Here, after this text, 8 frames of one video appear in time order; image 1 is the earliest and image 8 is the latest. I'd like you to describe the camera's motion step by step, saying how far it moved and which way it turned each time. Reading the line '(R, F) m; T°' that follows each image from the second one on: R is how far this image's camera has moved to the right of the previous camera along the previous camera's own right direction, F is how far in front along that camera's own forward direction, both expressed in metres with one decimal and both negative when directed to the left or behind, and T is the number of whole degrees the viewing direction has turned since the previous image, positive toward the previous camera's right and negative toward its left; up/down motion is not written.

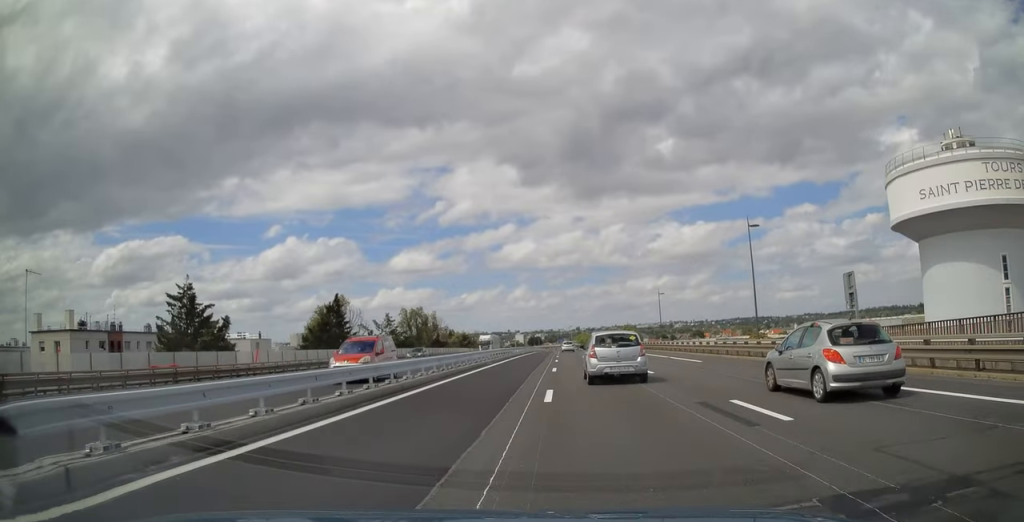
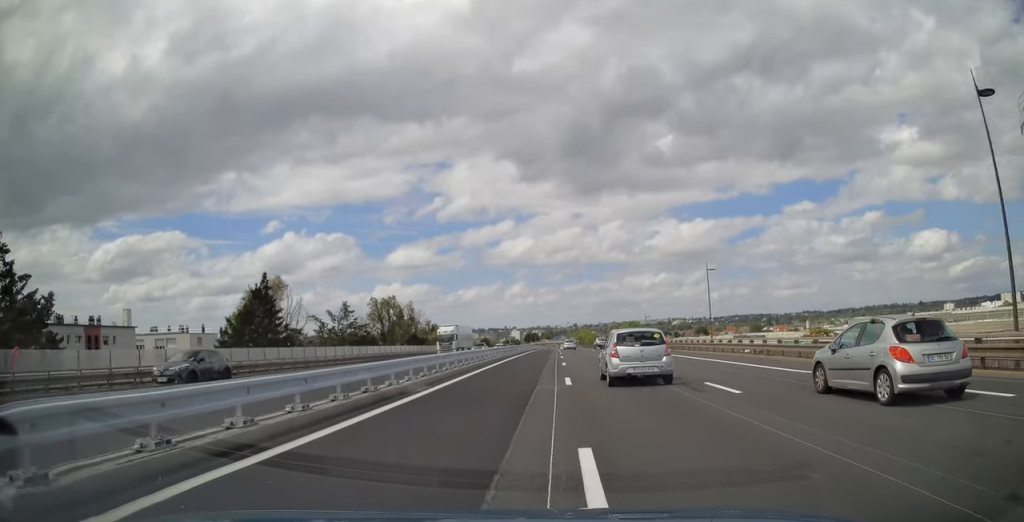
(0.0, +21.7) m; 0°
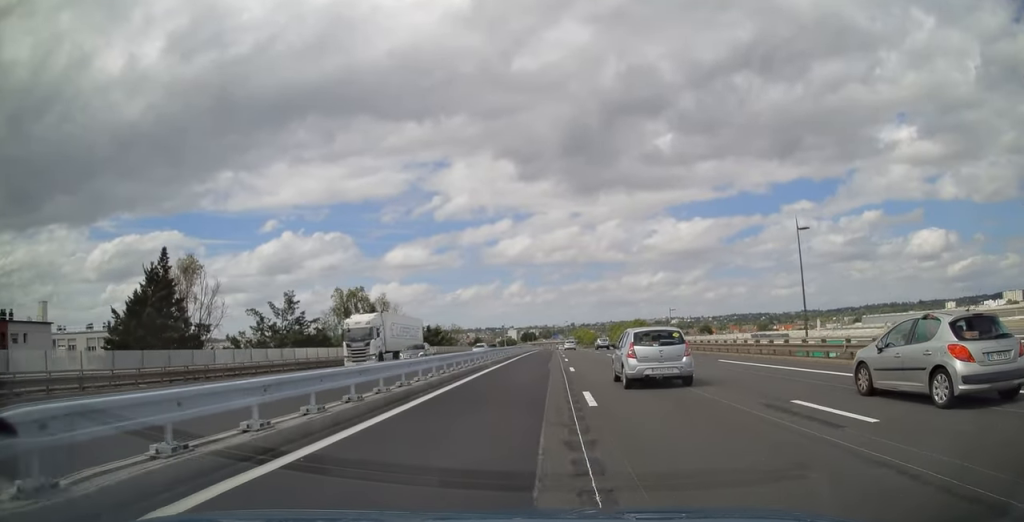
(0.0, +18.3) m; 0°
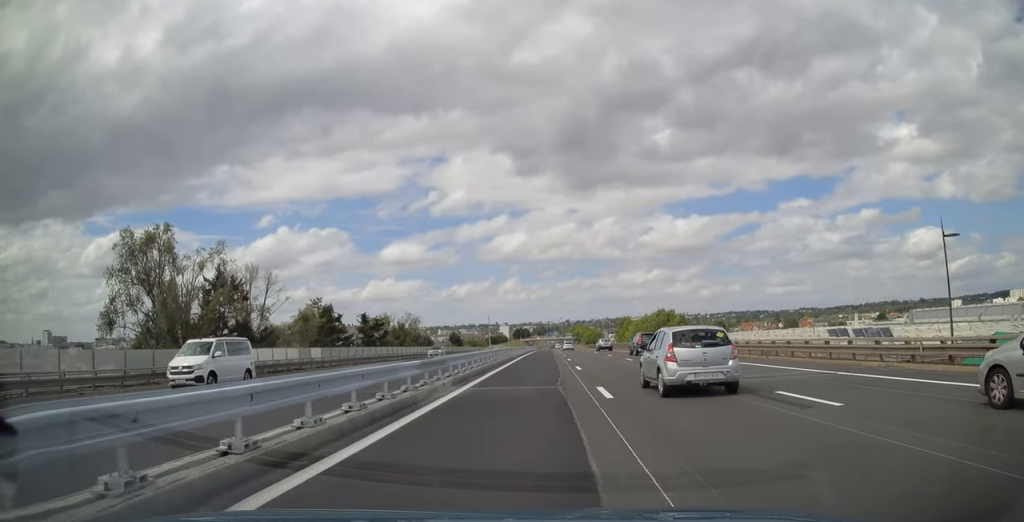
(+0.1, +49.8) m; 0°
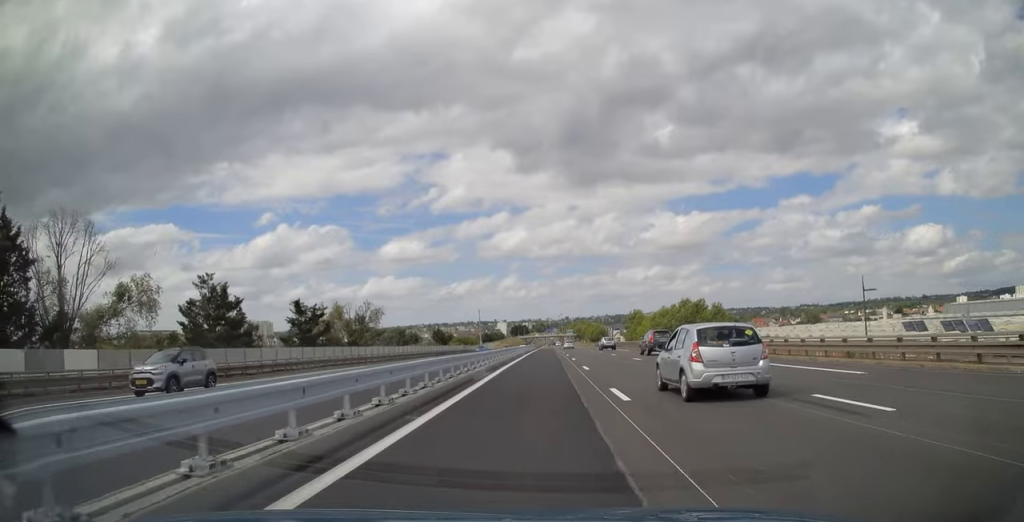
(0.0, +27.2) m; 0°
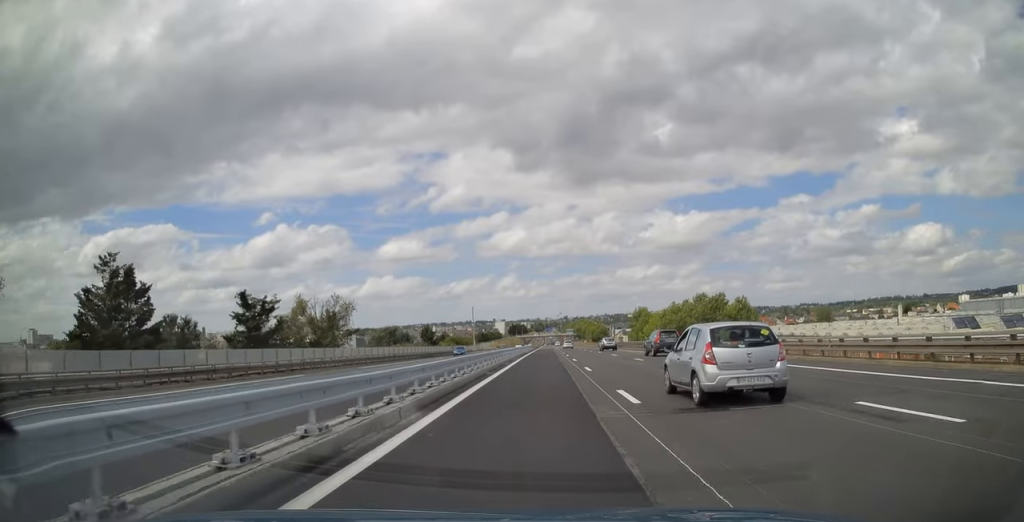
(0.0, +13.6) m; 0°
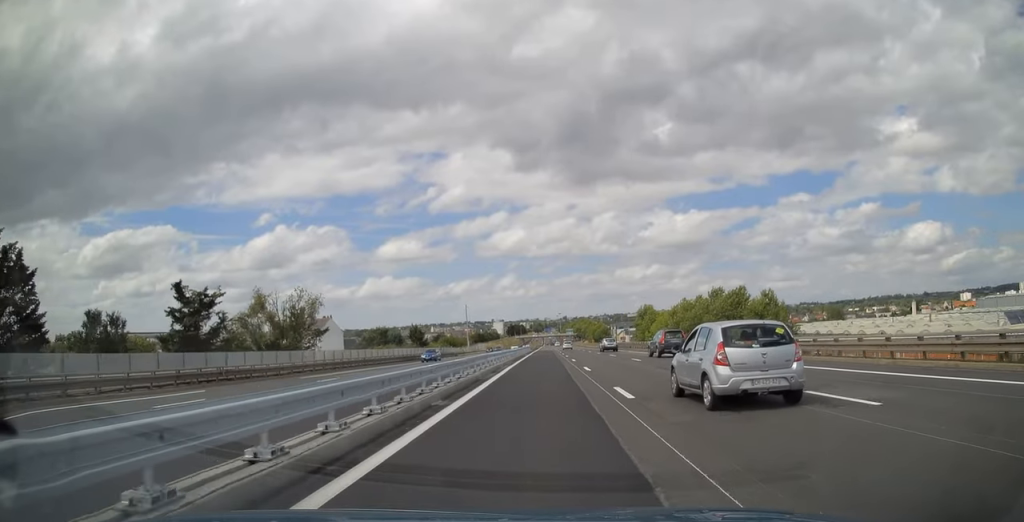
(0.0, +11.5) m; 0°
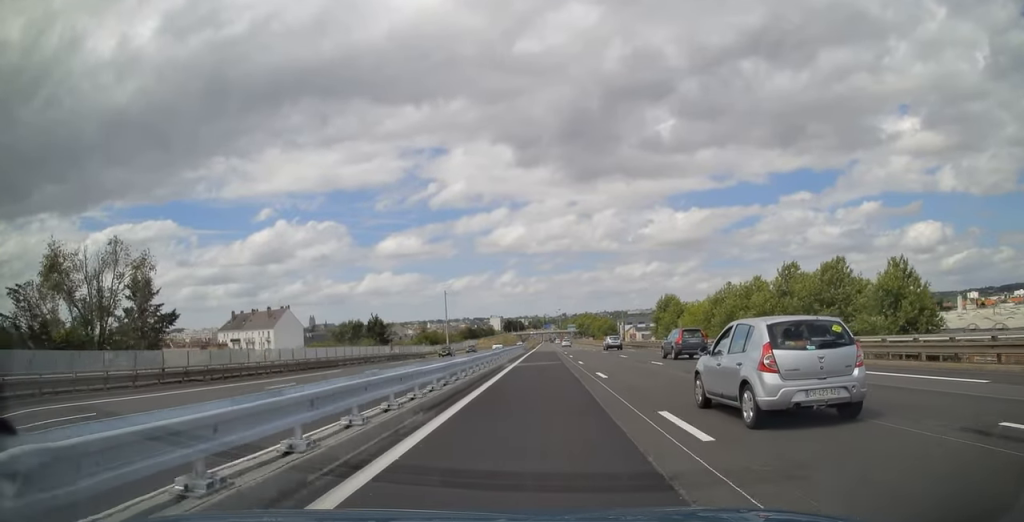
(0.0, +31.6) m; 0°
